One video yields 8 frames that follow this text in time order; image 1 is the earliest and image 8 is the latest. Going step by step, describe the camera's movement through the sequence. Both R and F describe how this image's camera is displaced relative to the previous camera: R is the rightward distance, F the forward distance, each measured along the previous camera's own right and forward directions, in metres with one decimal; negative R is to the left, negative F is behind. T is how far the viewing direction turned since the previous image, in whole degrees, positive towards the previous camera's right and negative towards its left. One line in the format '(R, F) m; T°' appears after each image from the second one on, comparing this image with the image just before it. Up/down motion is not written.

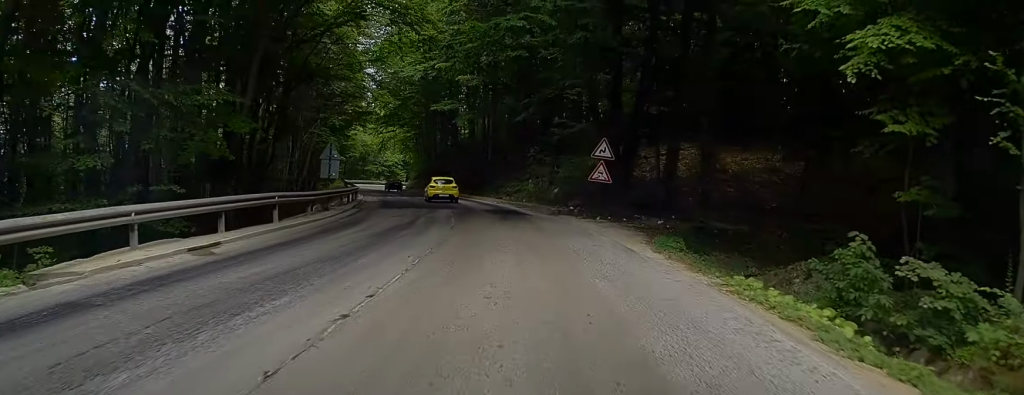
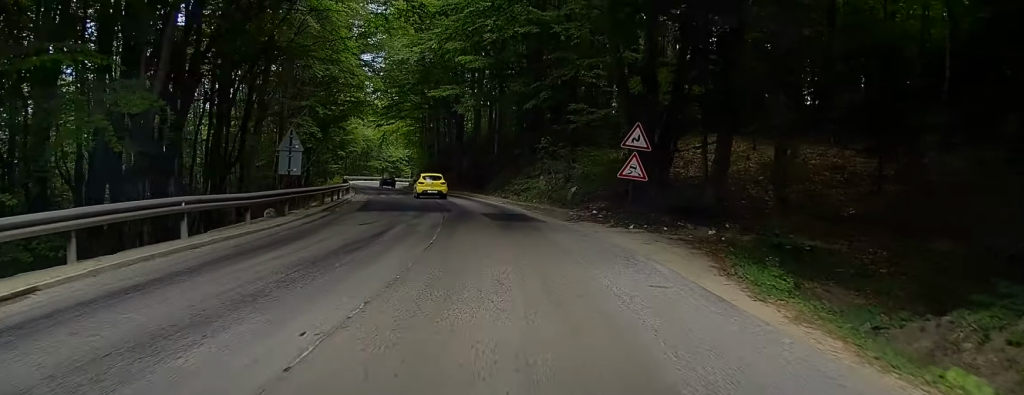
(+0.1, +5.8) m; +1°
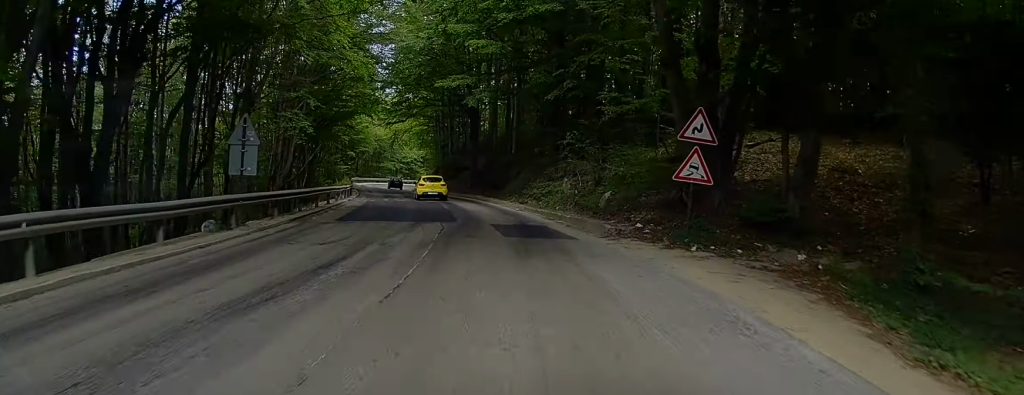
(0.0, +5.1) m; +1°
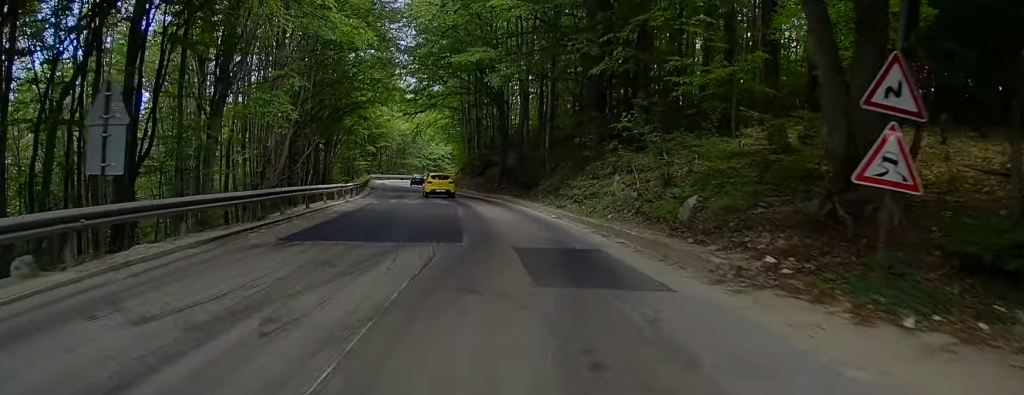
(+0.1, +6.9) m; -3°
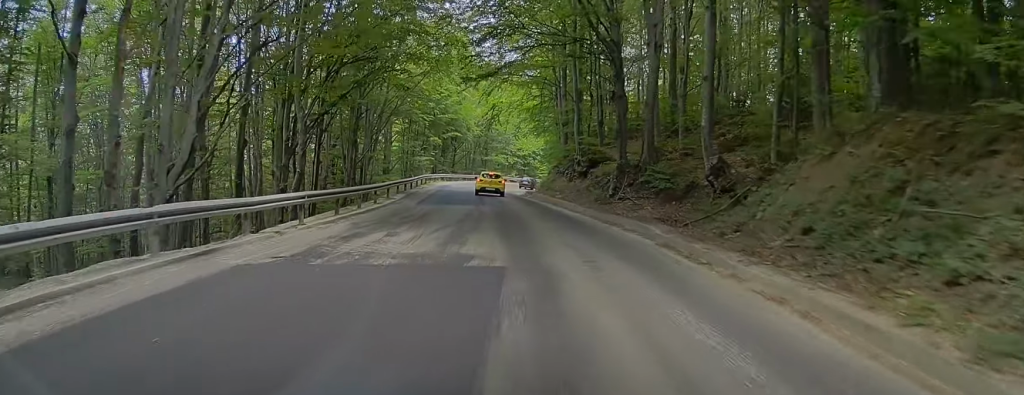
(-3.7, +19.9) m; -22°
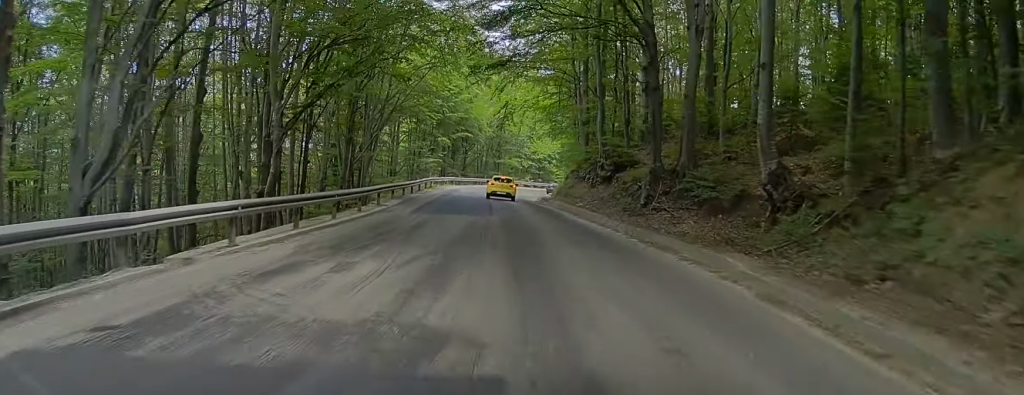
(-0.7, +5.0) m; -2°
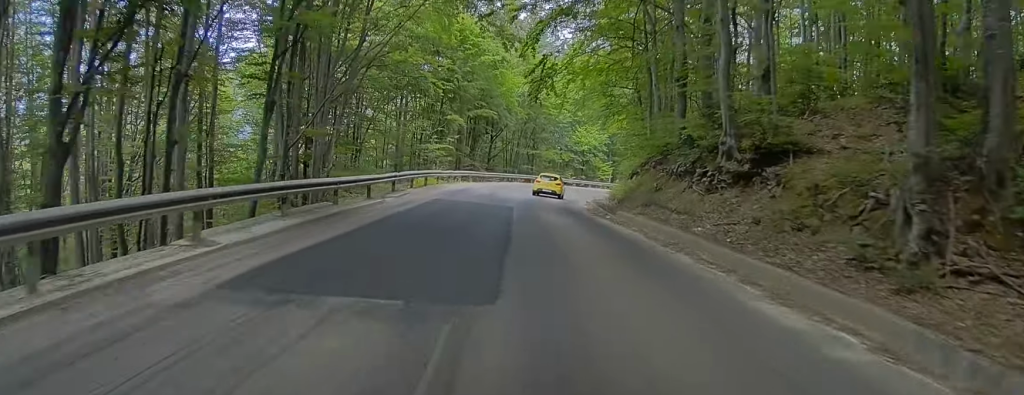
(+0.9, +17.5) m; +4°
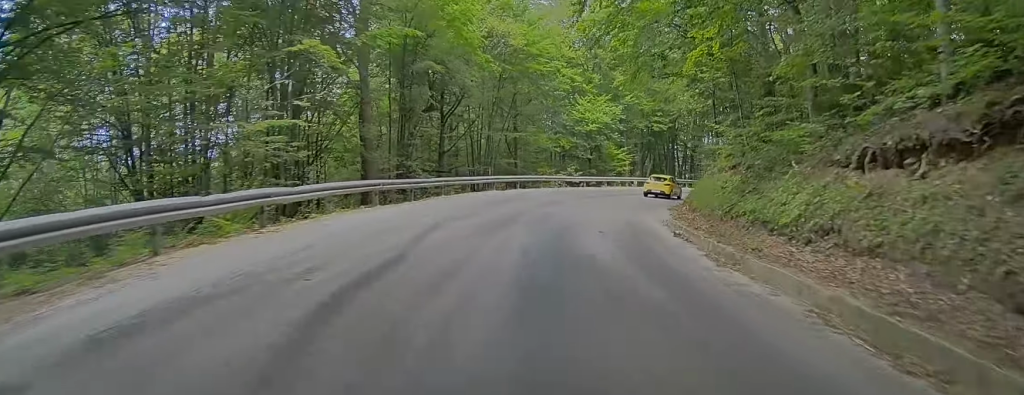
(+0.9, +26.2) m; +6°
